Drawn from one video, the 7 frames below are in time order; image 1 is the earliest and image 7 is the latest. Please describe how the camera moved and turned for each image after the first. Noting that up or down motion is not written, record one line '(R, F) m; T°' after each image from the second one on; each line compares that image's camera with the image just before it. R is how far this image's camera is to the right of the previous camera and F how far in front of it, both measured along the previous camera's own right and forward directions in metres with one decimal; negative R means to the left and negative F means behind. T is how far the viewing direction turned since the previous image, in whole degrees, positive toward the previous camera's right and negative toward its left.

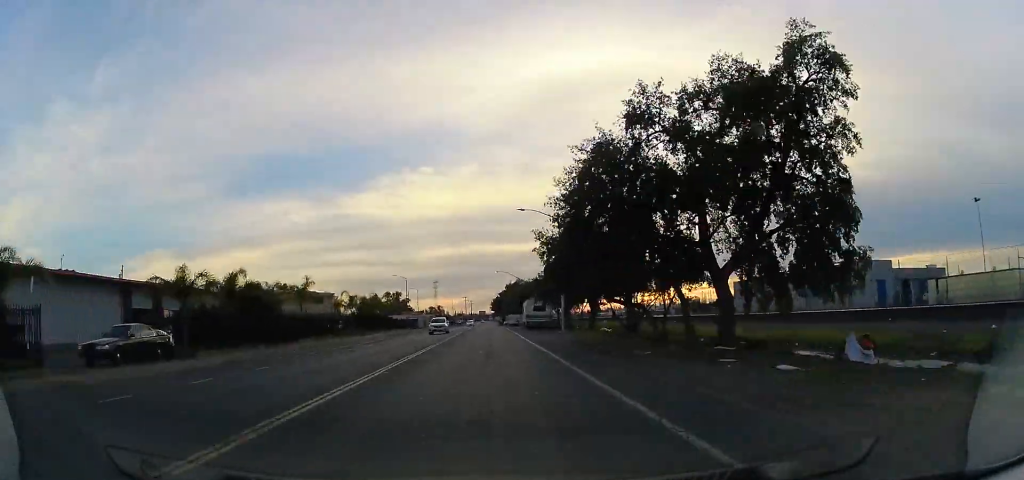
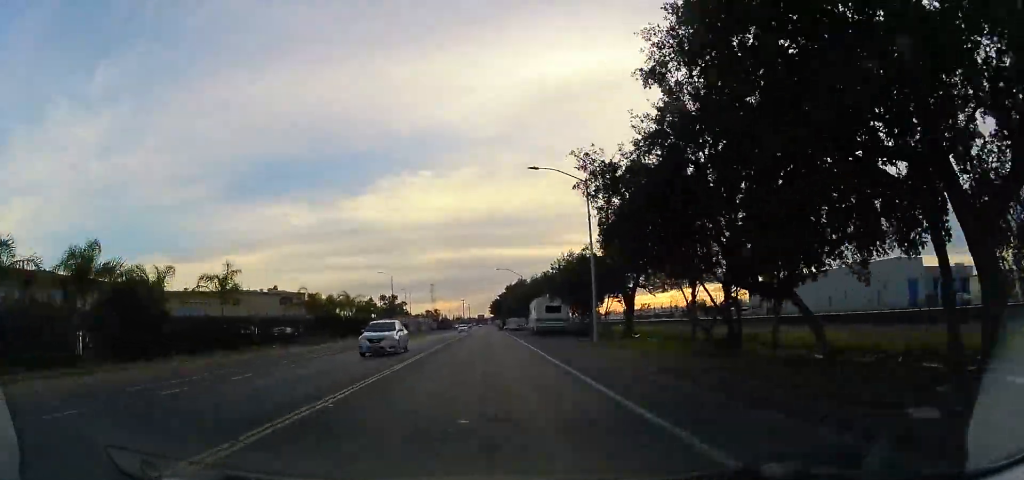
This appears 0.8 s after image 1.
(0.0, +12.6) m; 0°
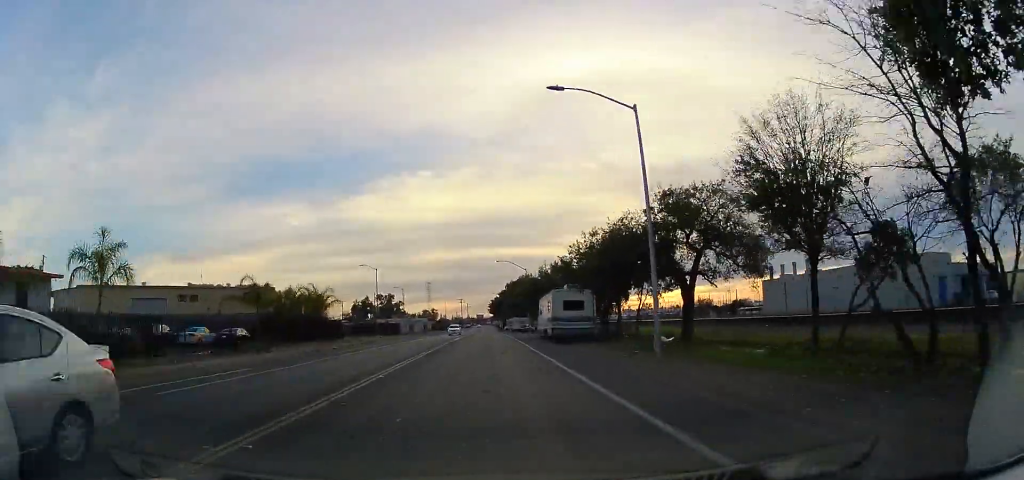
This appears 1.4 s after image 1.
(0.0, +10.3) m; -1°
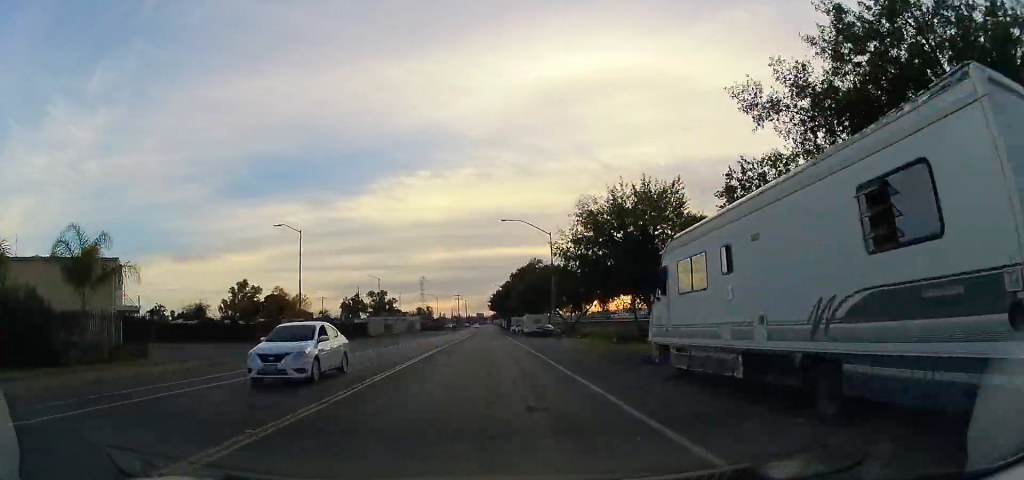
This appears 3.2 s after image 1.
(-0.7, +28.8) m; -1°
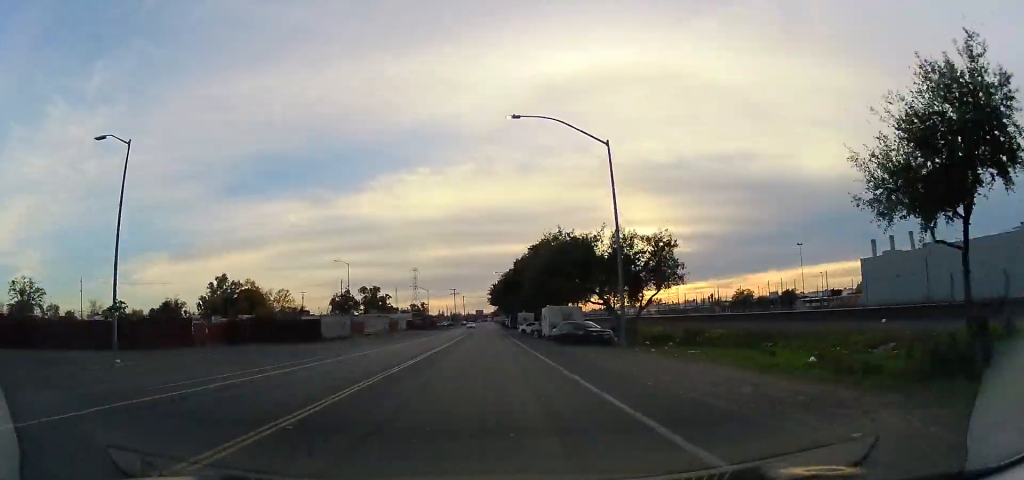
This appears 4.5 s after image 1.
(+0.7, +22.5) m; +1°
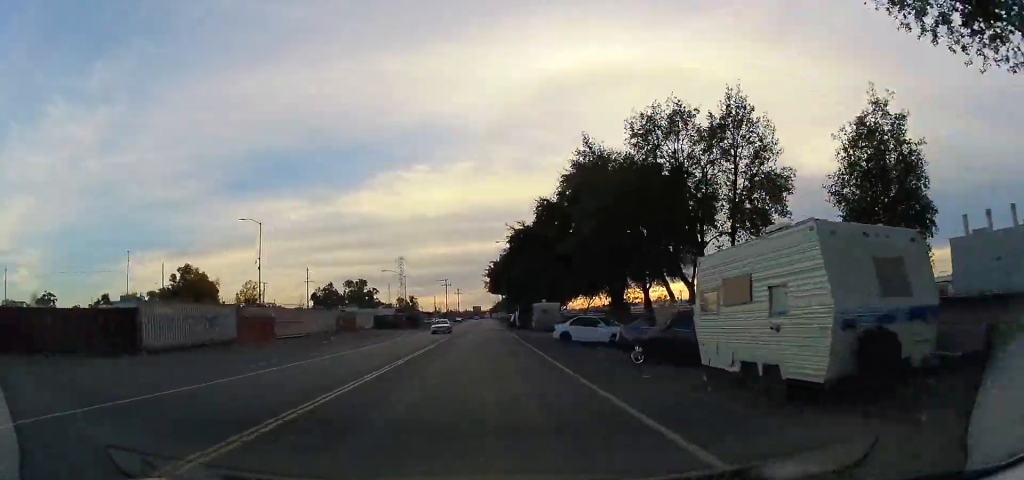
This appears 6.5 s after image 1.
(+0.2, +31.8) m; +2°
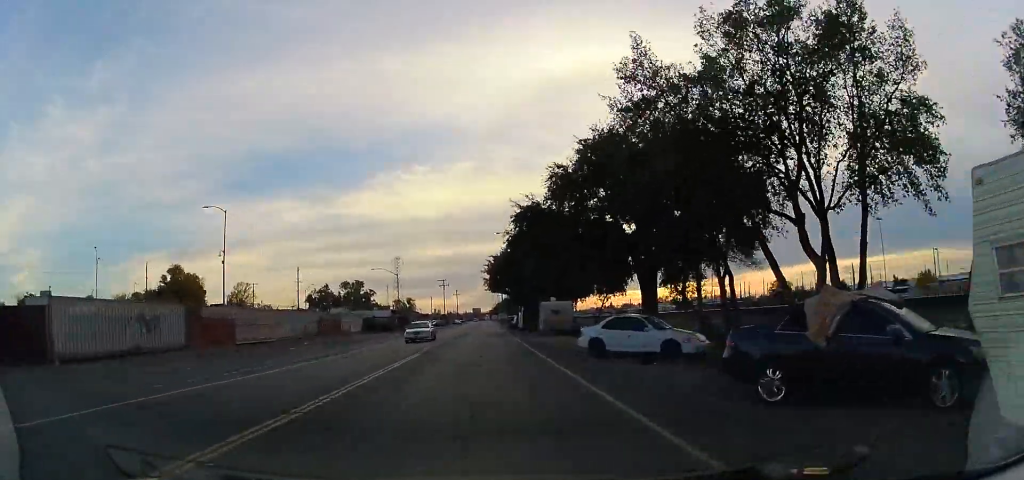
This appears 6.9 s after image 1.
(+0.2, +7.1) m; 0°
